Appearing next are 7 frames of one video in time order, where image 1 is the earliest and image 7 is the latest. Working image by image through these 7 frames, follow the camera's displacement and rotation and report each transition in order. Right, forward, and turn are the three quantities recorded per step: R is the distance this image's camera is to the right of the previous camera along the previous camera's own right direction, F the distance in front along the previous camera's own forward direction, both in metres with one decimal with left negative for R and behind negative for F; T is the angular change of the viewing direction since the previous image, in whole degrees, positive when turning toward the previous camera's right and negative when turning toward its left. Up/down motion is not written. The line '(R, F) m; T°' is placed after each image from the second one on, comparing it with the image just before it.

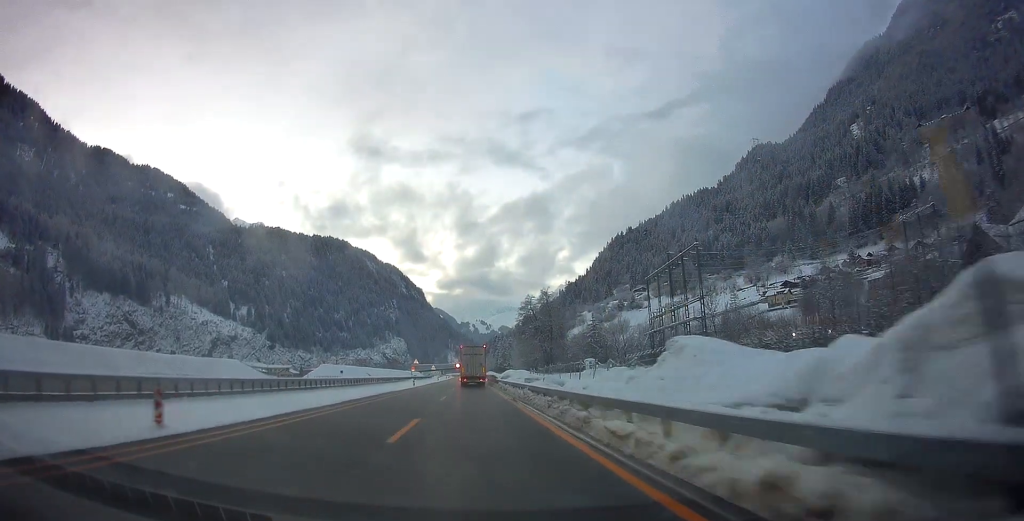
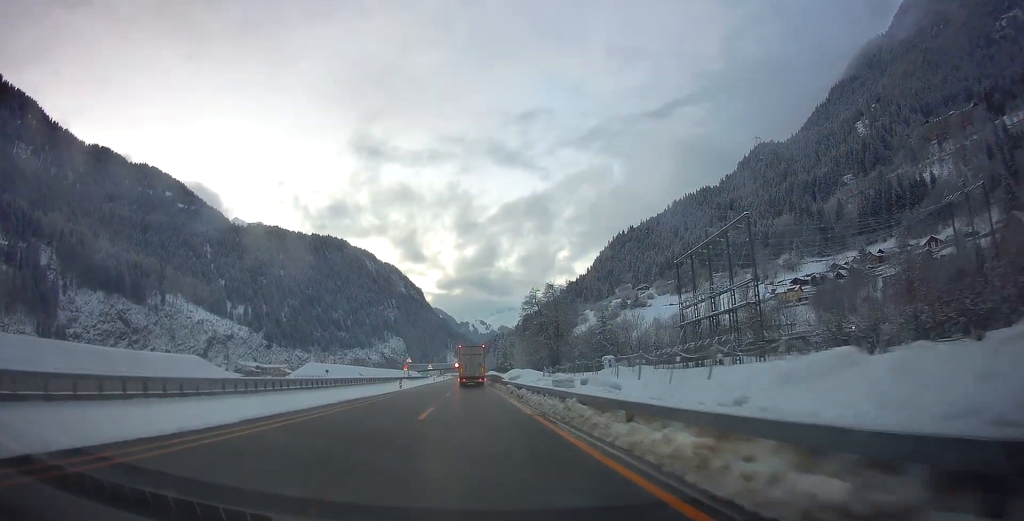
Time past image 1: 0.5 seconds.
(0.0, +11.3) m; 0°
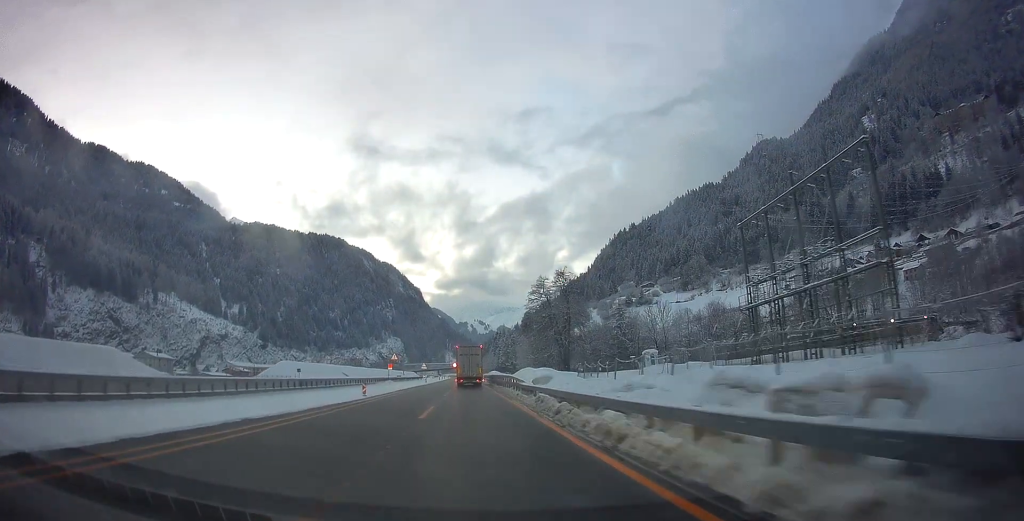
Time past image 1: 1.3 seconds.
(0.0, +17.4) m; +1°
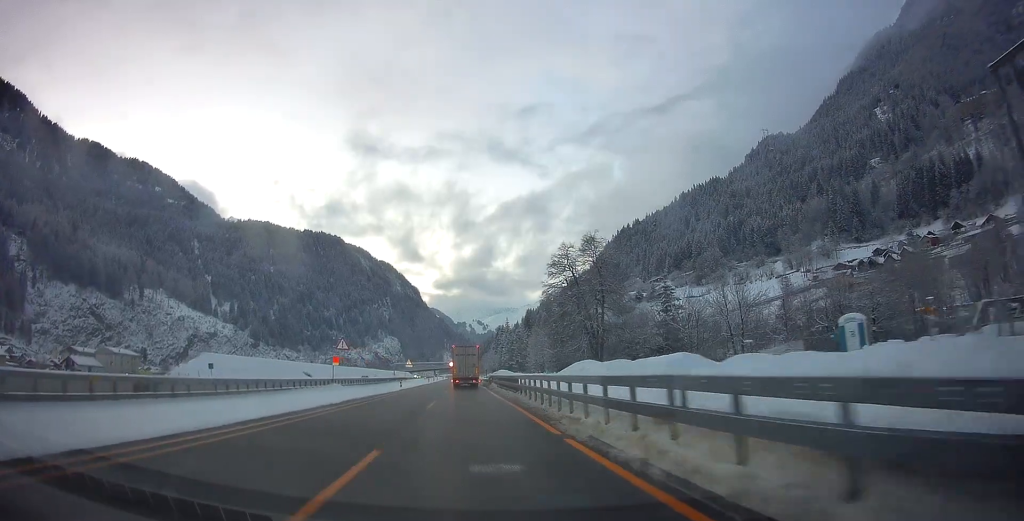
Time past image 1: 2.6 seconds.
(+0.5, +31.1) m; 0°
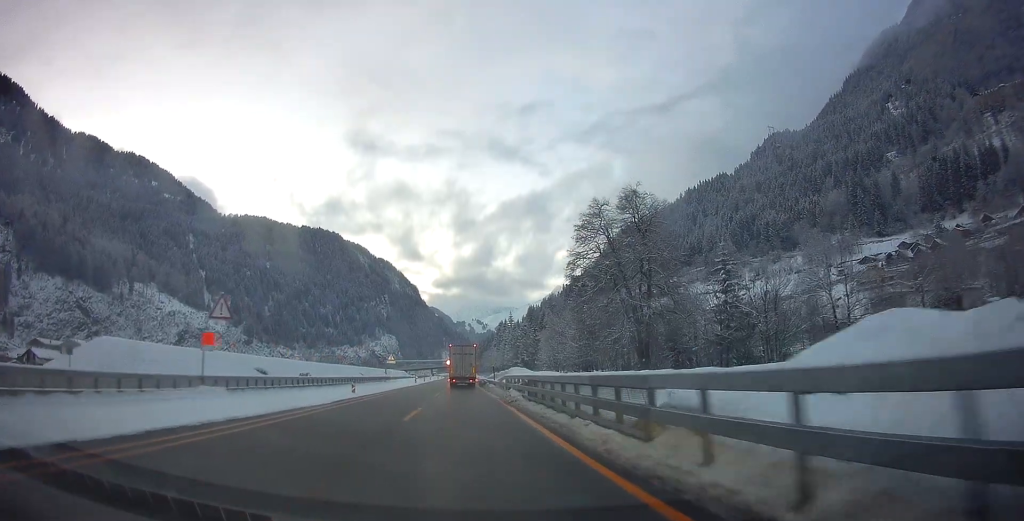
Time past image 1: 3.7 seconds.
(-0.4, +23.4) m; -1°
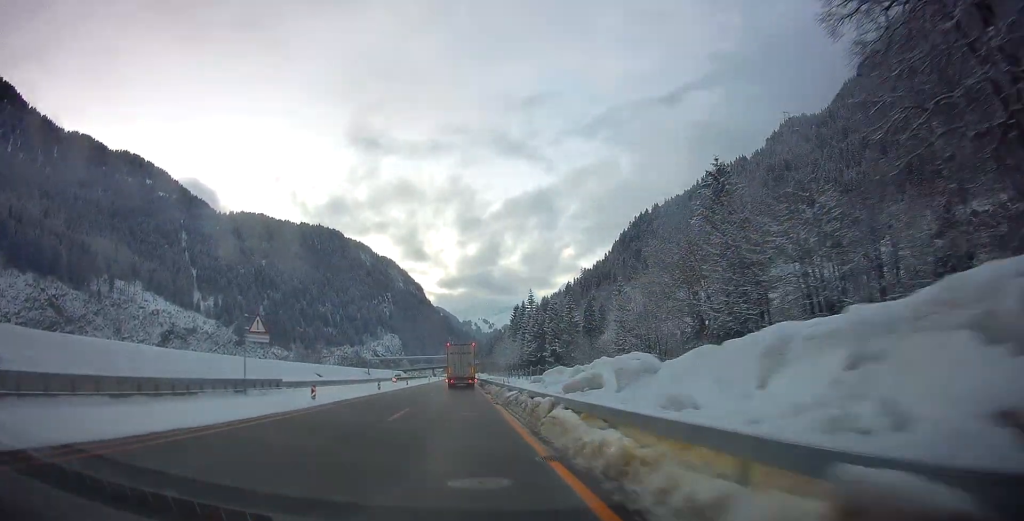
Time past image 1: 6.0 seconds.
(+0.1, +53.7) m; 0°
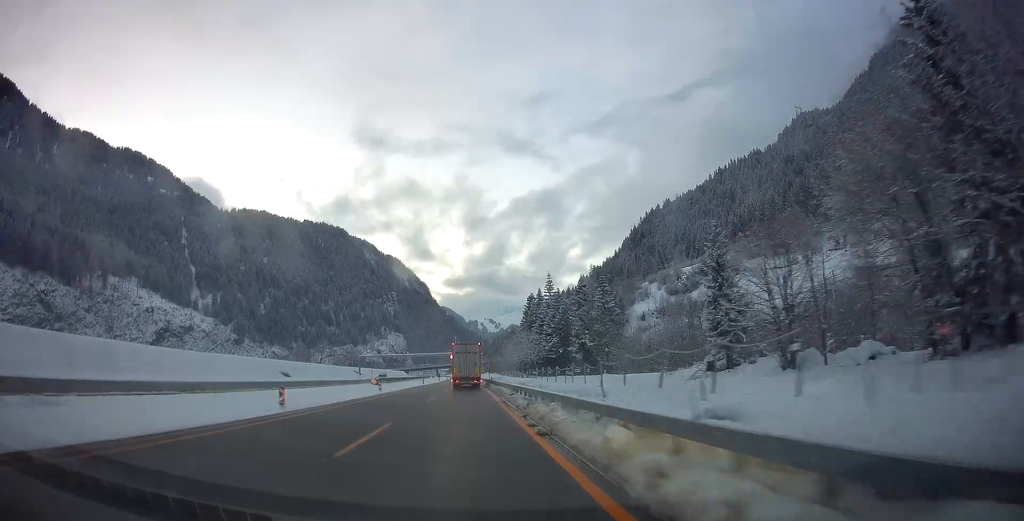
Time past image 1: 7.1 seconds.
(0.0, +24.7) m; -1°
